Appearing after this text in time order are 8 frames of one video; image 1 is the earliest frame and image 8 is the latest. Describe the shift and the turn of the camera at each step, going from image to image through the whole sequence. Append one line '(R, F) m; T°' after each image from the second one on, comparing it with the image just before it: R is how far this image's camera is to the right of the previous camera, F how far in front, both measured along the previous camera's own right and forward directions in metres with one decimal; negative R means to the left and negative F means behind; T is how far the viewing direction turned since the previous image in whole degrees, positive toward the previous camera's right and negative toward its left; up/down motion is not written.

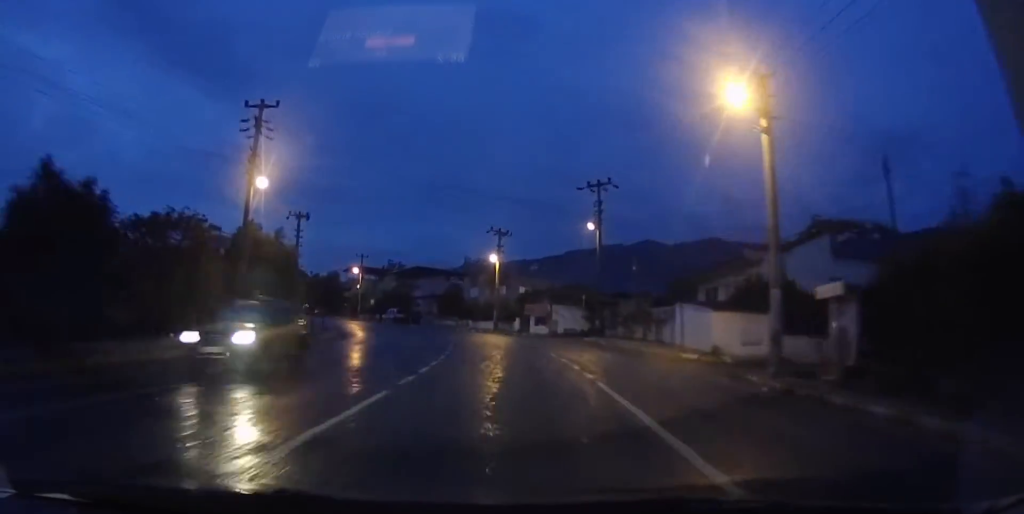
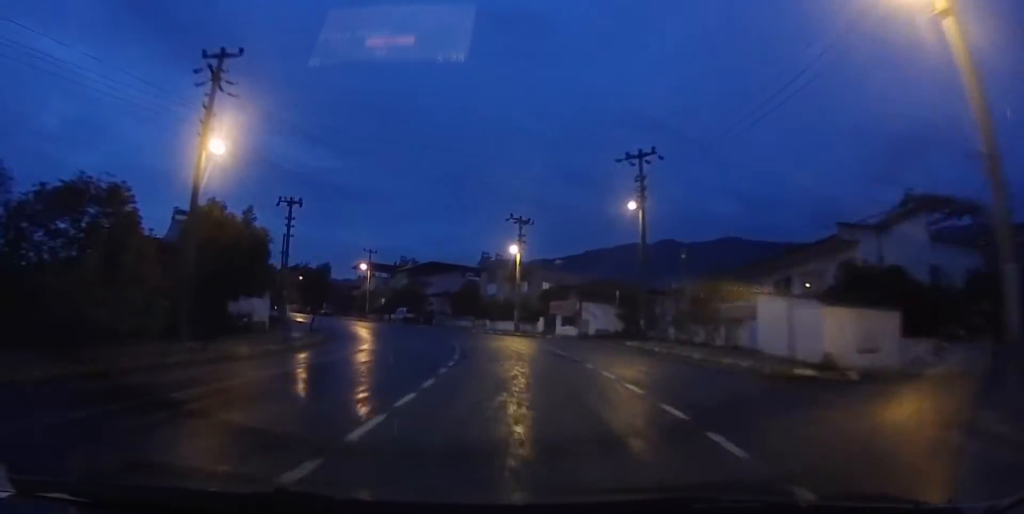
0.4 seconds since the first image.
(0.0, +7.2) m; -2°
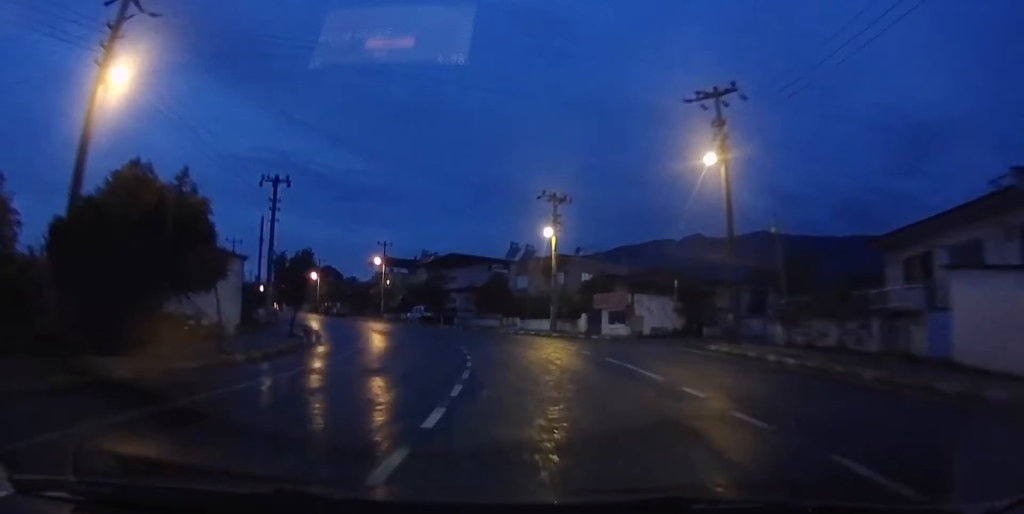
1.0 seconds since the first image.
(-0.3, +8.7) m; -4°
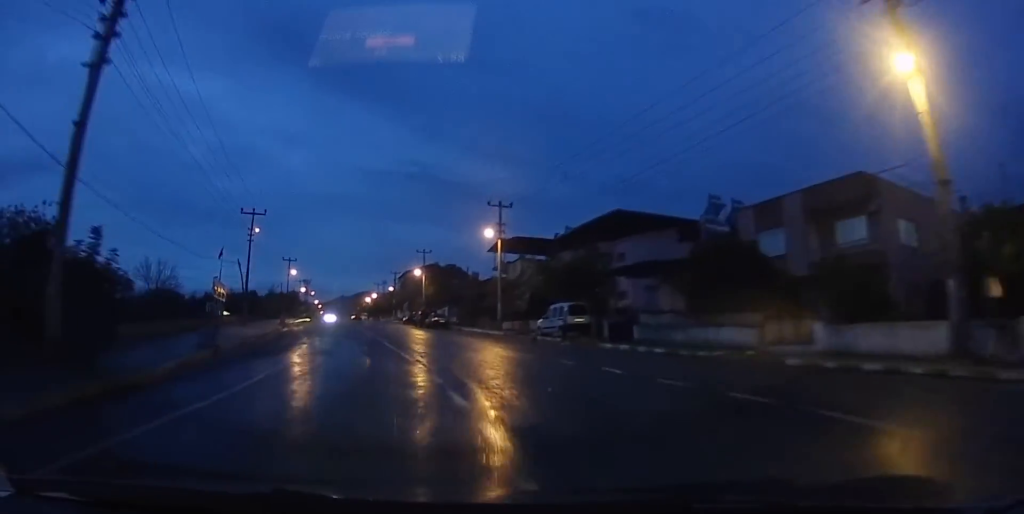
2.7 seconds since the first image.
(-3.6, +28.9) m; -15°
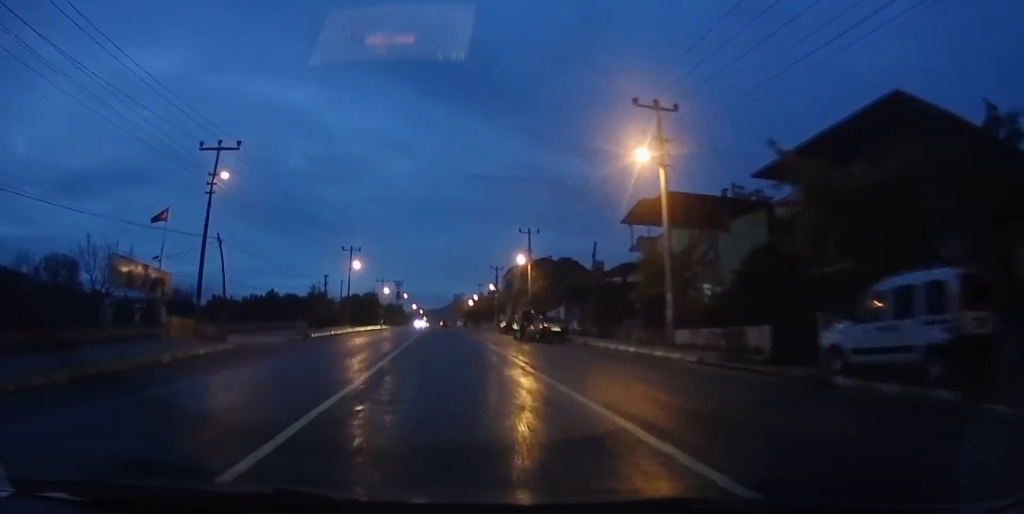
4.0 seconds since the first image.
(-2.4, +20.8) m; -11°
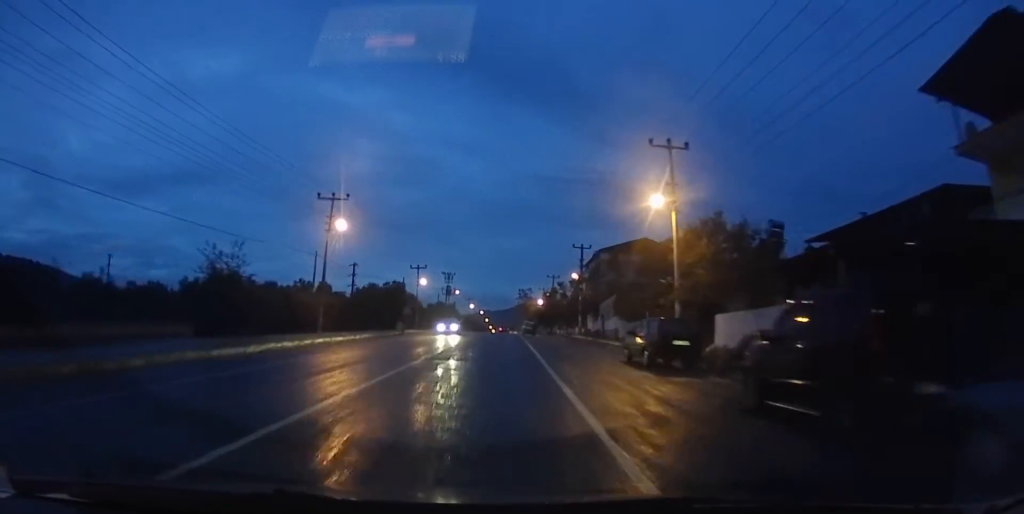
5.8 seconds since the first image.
(-1.3, +29.6) m; -5°
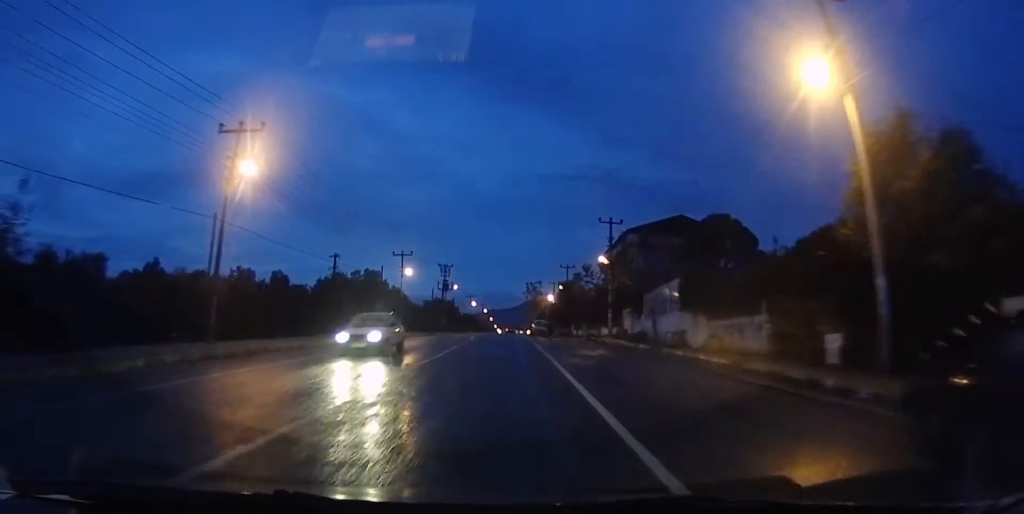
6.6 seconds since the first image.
(-0.3, +14.8) m; -3°
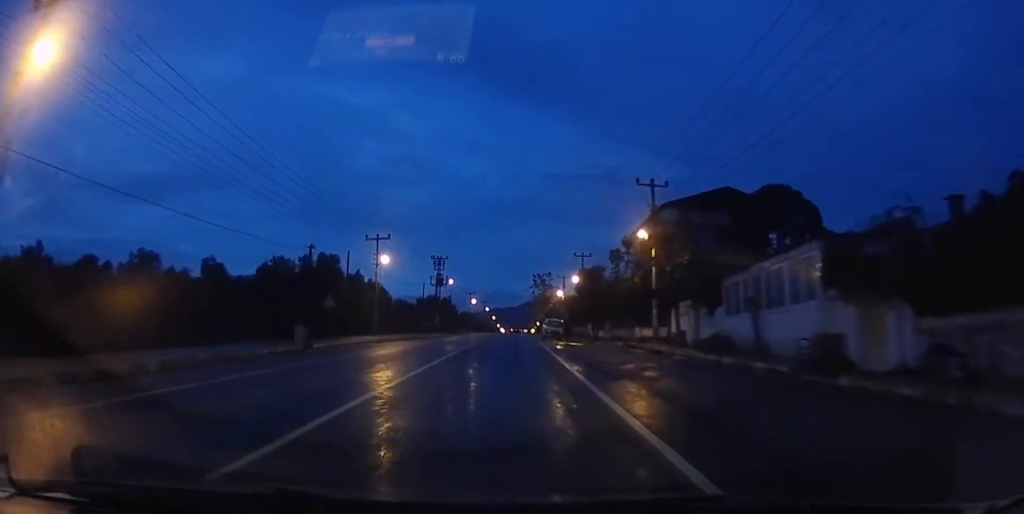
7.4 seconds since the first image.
(-0.5, +13.1) m; -1°
